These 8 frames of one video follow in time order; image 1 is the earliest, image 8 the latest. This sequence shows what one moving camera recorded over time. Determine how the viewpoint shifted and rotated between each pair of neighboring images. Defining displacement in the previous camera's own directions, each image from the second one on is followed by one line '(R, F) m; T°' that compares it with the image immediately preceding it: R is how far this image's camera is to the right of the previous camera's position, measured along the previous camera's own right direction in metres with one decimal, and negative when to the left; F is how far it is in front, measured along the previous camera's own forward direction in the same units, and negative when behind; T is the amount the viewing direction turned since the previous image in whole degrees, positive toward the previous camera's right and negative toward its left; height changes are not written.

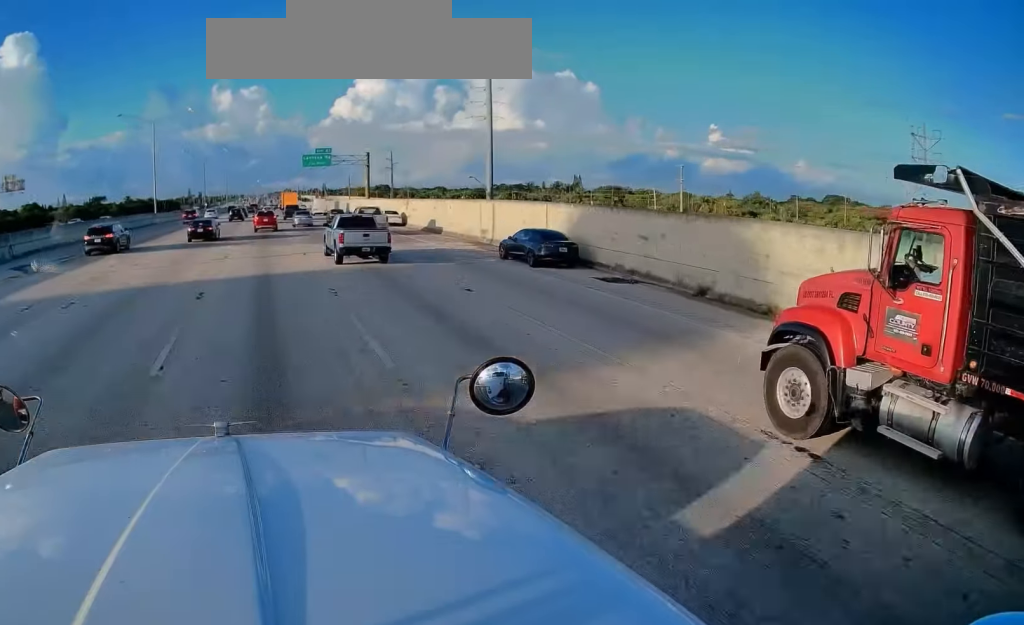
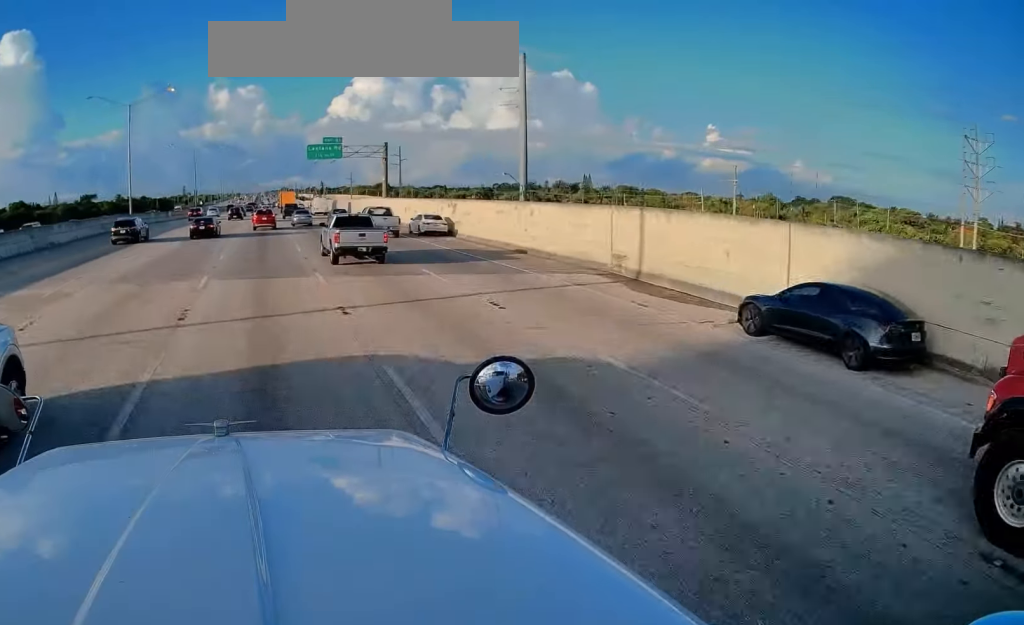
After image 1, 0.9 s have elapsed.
(+0.1, +16.8) m; 0°
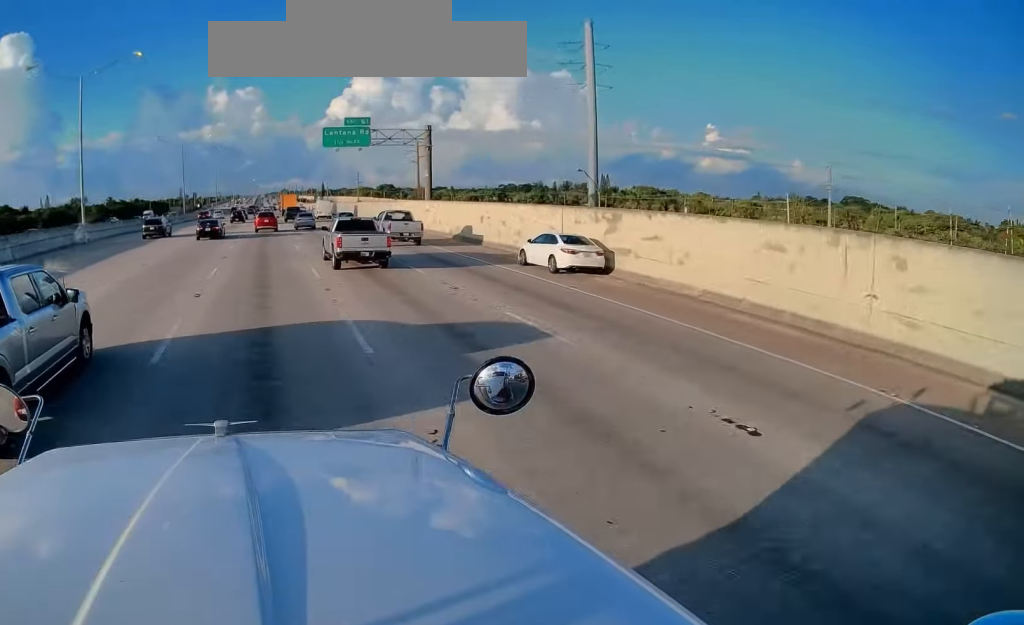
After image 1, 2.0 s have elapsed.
(-0.2, +21.9) m; -1°
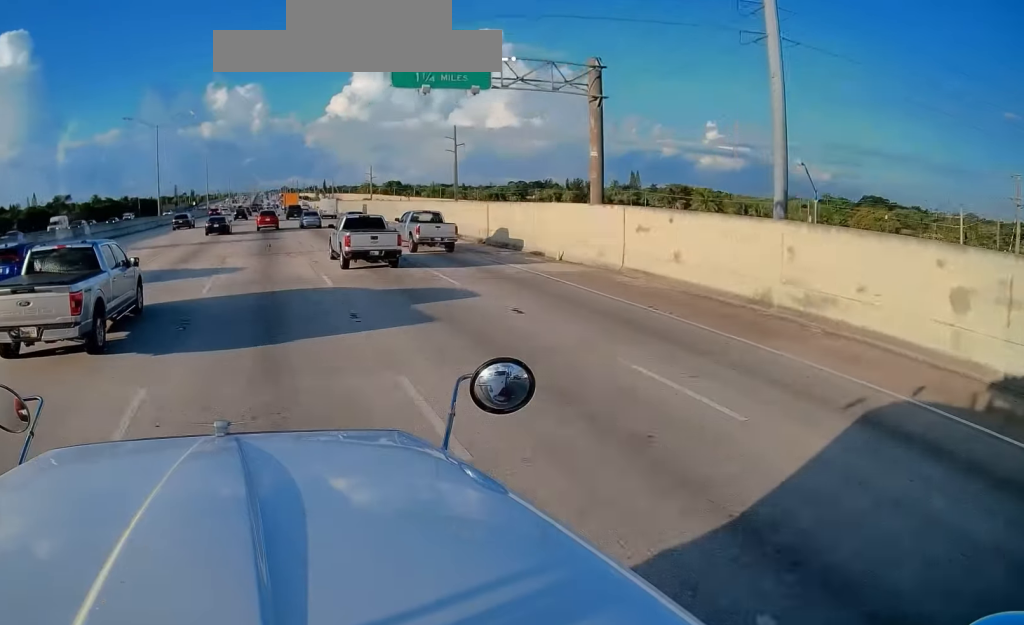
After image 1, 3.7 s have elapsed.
(+0.3, +30.1) m; +1°
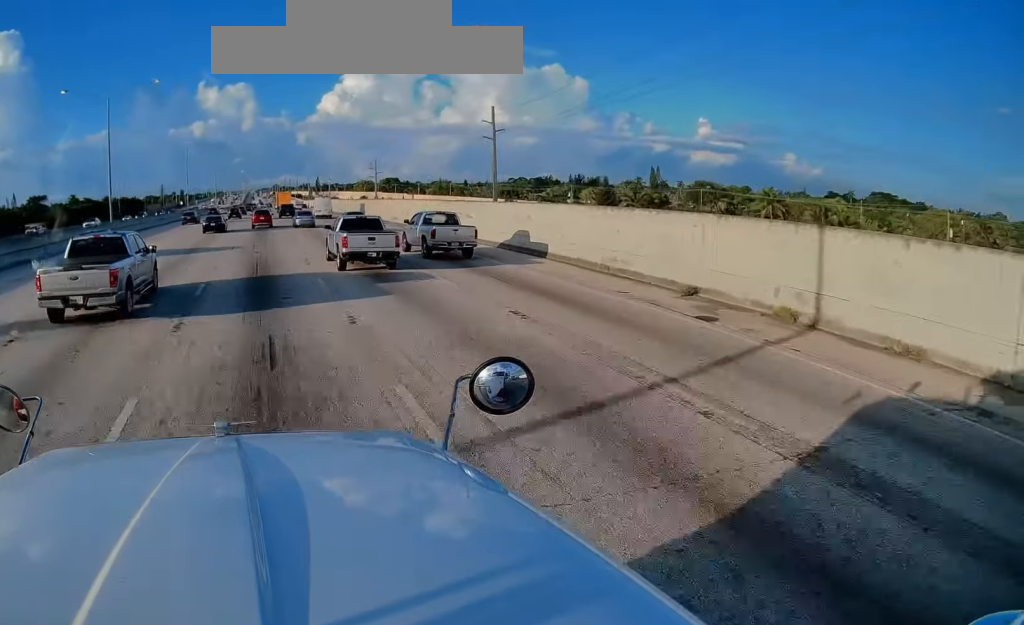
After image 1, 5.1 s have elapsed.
(0.0, +25.5) m; 0°
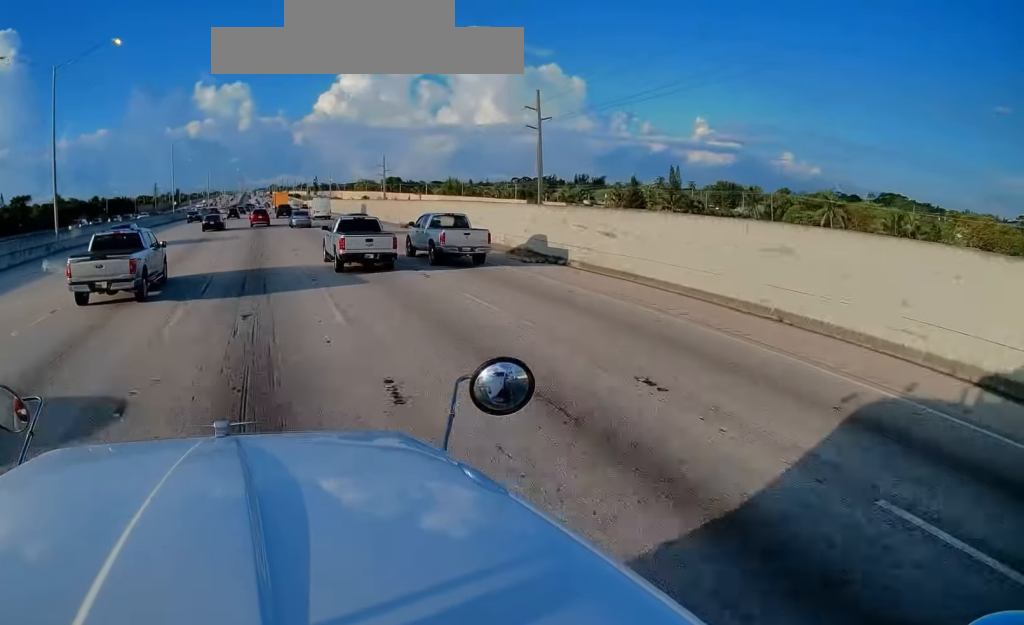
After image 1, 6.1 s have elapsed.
(0.0, +17.7) m; 0°
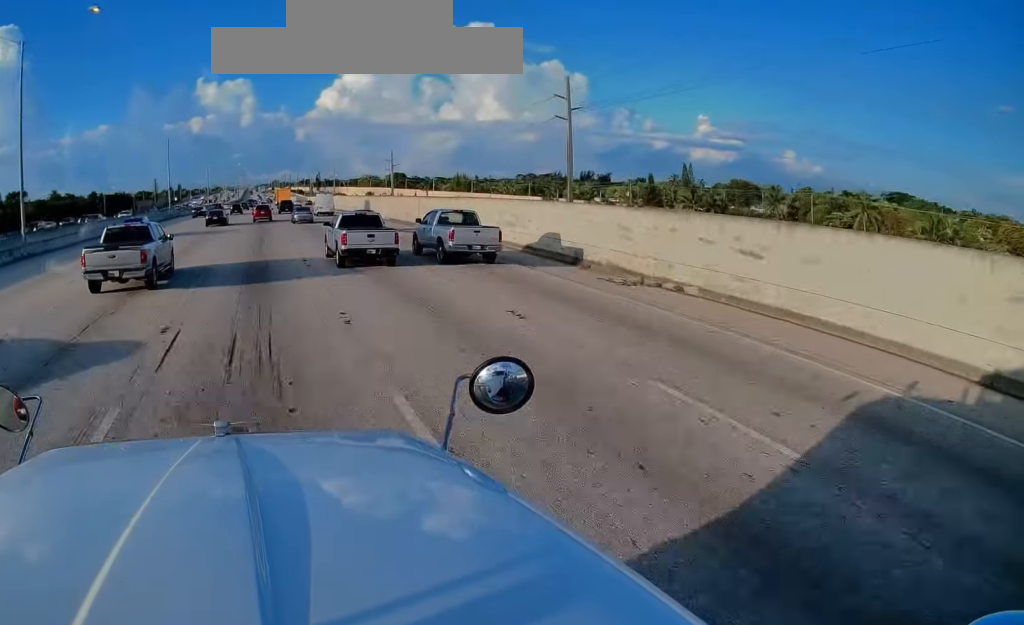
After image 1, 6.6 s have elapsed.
(0.0, +7.7) m; 0°
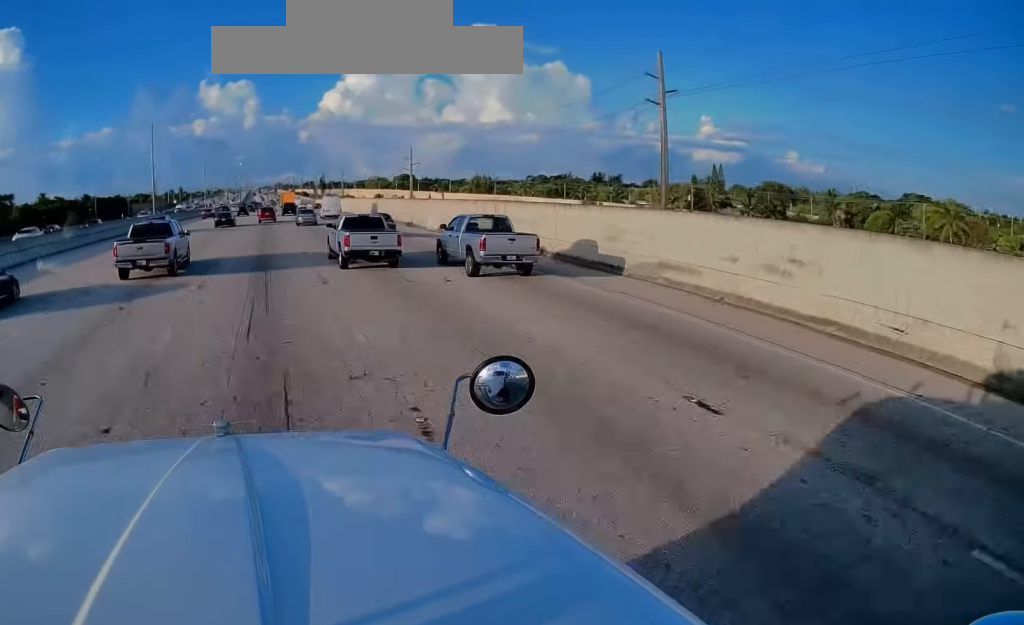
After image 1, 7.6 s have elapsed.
(0.0, +18.5) m; 0°
